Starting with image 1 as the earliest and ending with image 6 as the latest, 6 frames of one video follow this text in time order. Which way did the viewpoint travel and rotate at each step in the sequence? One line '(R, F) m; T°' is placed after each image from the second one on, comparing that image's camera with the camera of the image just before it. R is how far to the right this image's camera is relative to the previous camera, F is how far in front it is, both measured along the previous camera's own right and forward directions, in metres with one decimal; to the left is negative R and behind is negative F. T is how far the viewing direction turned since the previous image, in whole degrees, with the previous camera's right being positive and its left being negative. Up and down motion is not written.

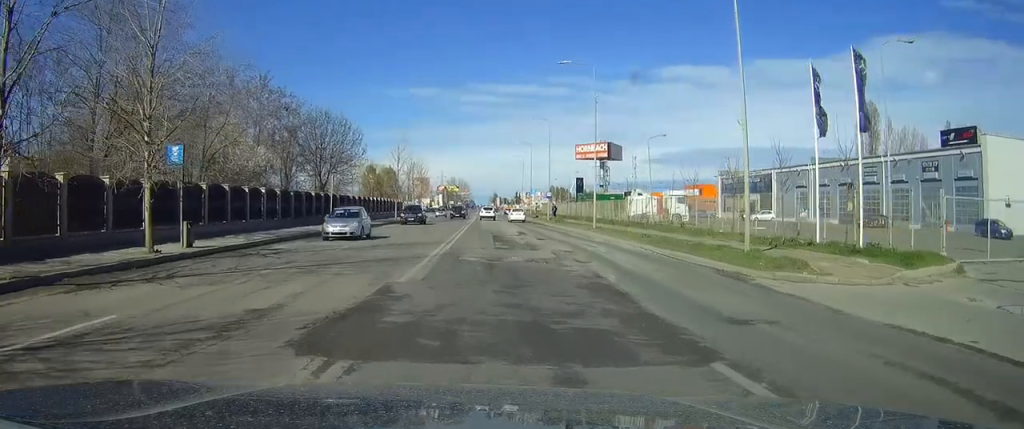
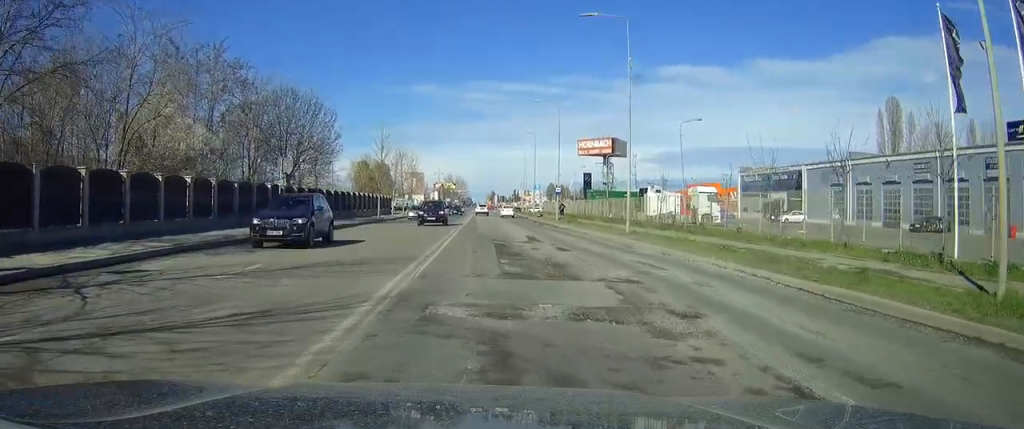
(-0.1, +11.9) m; 0°
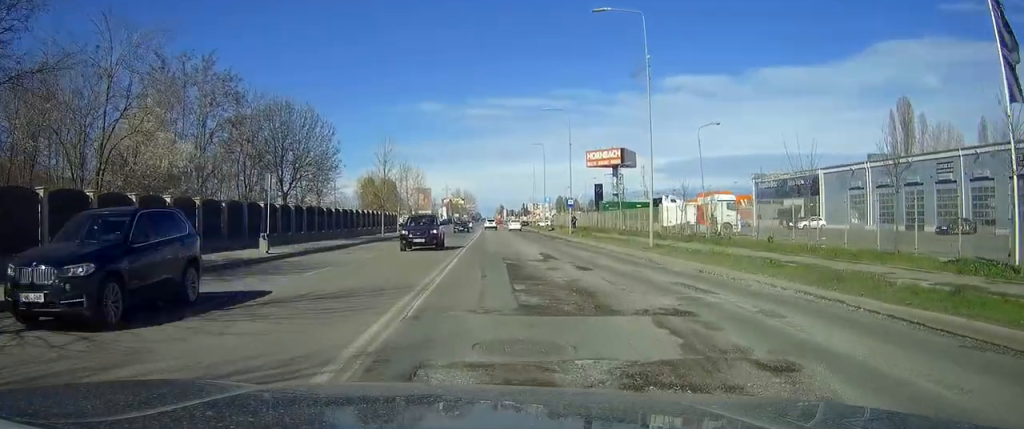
(0.0, +3.4) m; 0°
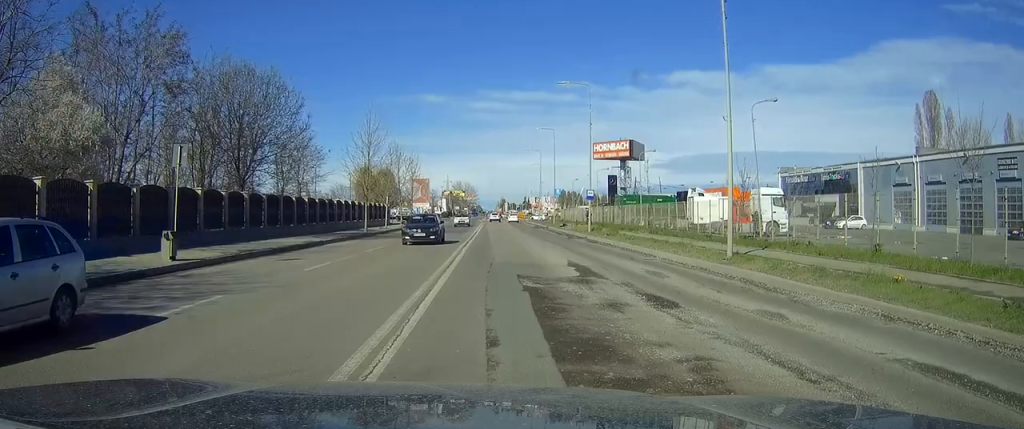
(+0.2, +10.7) m; +3°
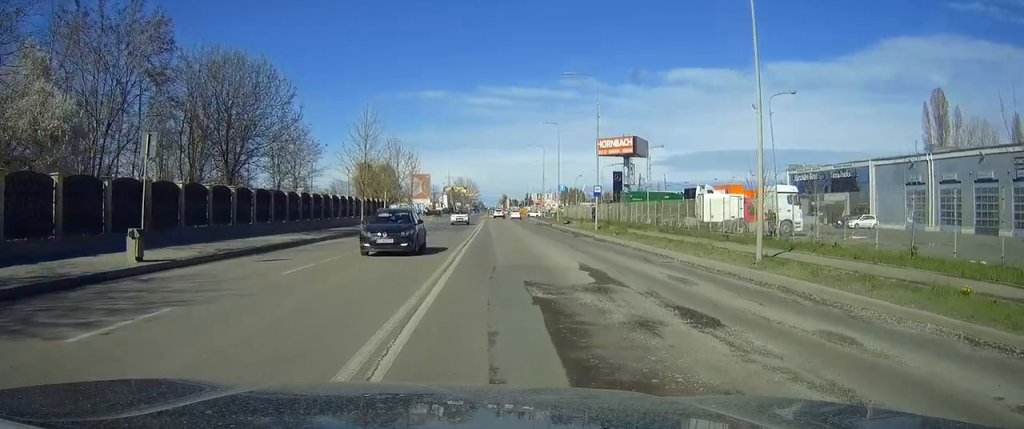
(0.0, +2.2) m; 0°
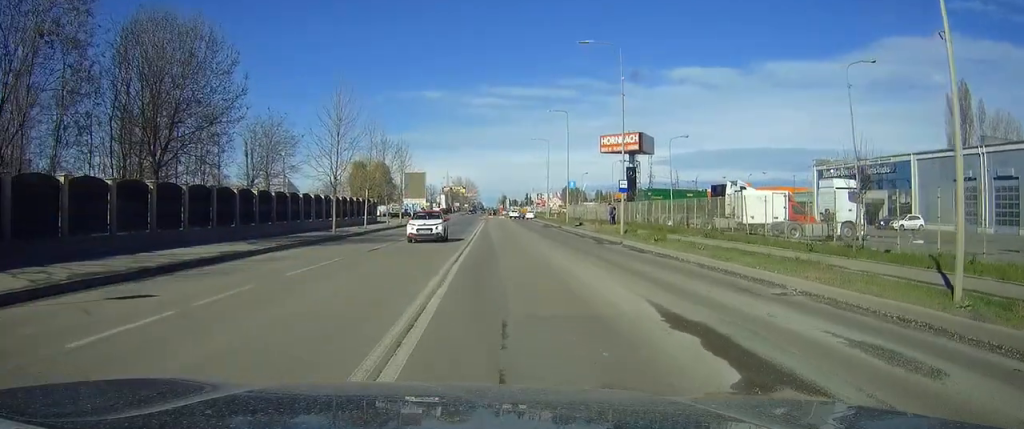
(-0.5, +8.9) m; -3°
